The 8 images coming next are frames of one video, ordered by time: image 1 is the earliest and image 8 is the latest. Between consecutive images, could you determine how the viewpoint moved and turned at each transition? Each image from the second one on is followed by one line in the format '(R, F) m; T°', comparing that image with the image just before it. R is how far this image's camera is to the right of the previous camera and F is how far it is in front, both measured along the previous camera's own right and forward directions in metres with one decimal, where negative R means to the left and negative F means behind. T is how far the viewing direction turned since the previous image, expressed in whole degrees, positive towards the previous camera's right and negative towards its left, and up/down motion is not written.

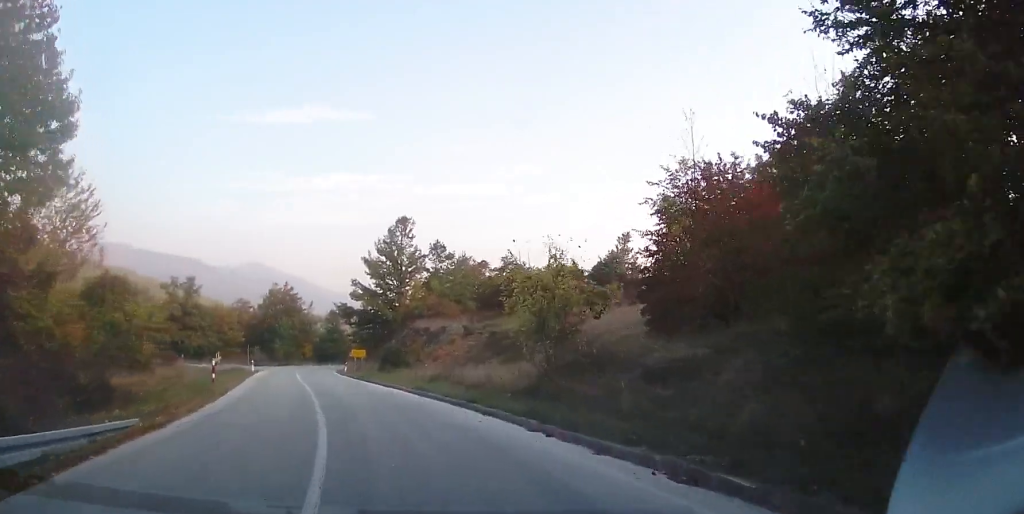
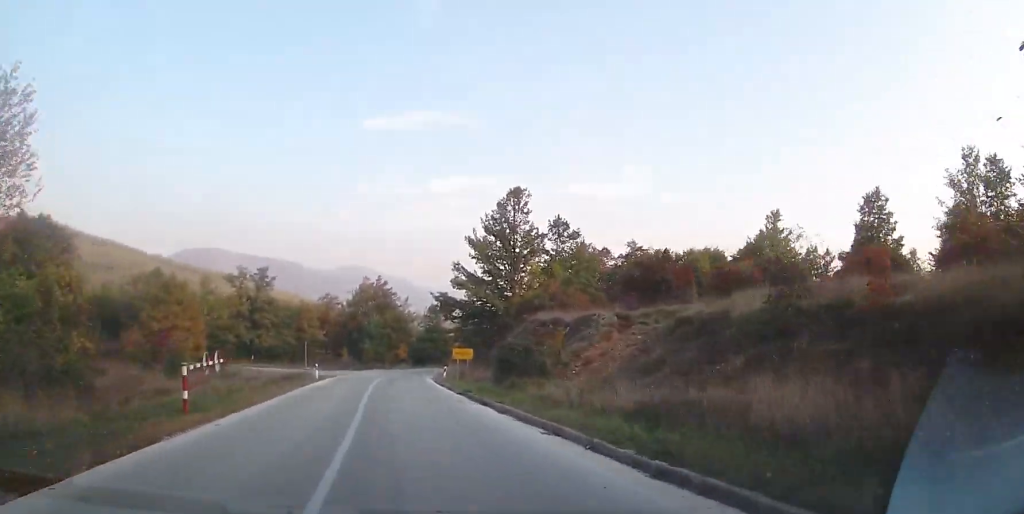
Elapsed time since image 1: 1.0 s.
(-1.4, +13.3) m; -7°
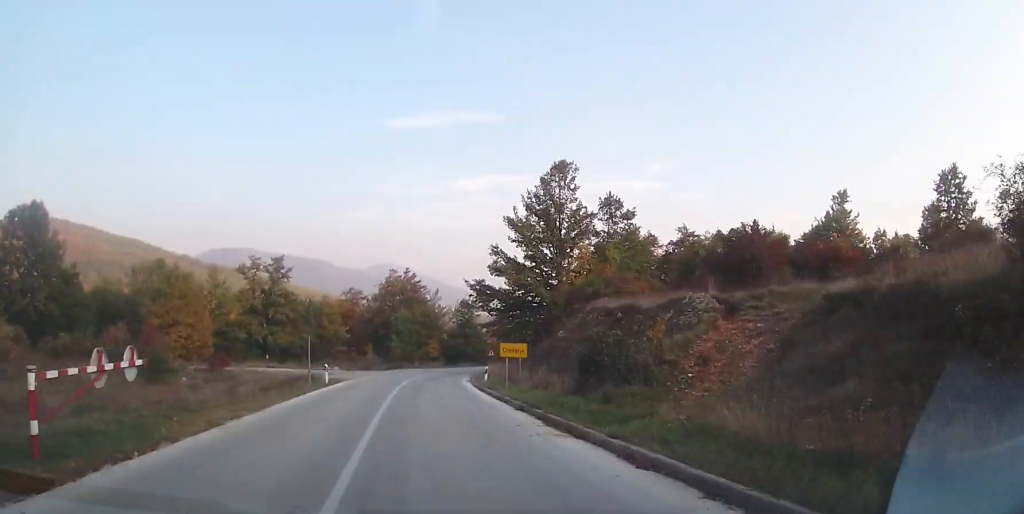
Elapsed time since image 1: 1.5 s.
(-0.2, +7.3) m; -2°
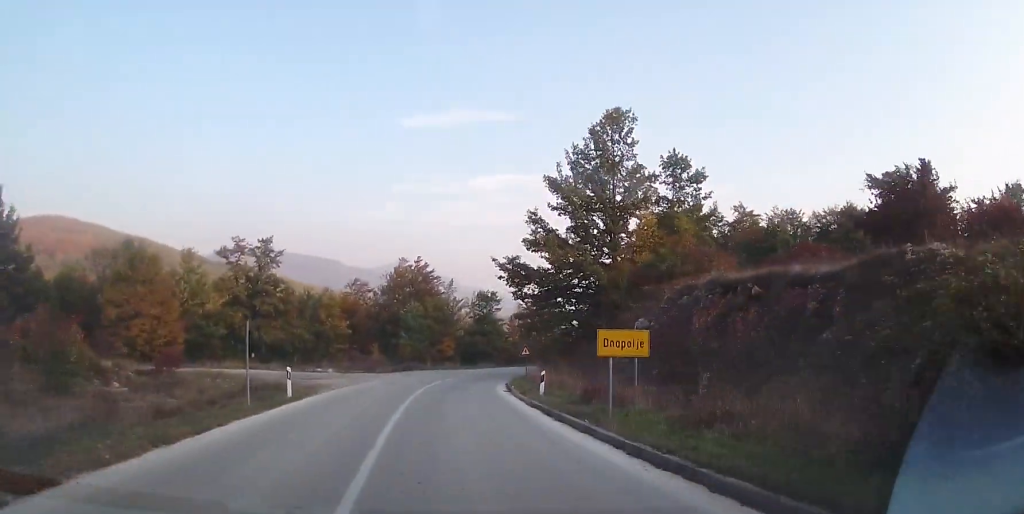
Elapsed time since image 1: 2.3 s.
(+0.1, +11.3) m; -2°
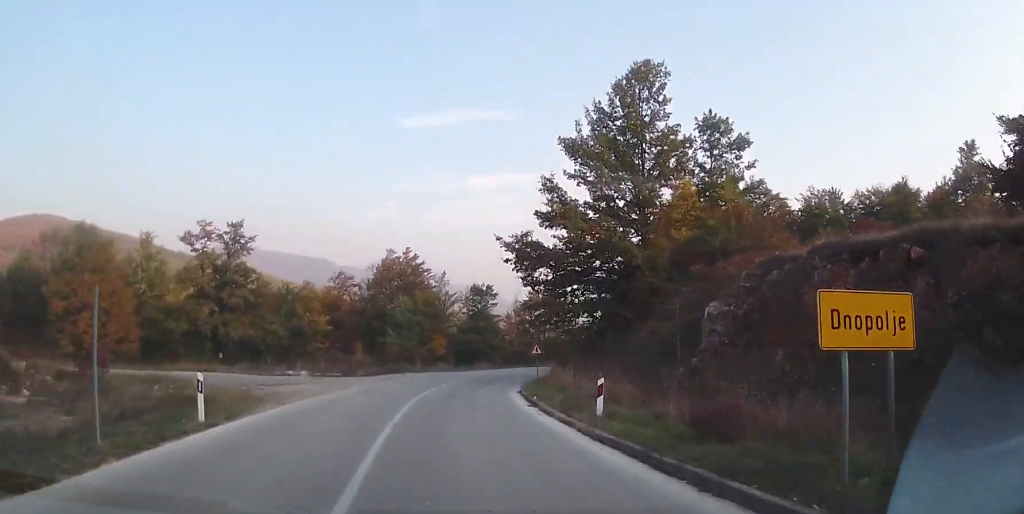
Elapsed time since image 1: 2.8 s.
(-0.3, +7.4) m; 0°
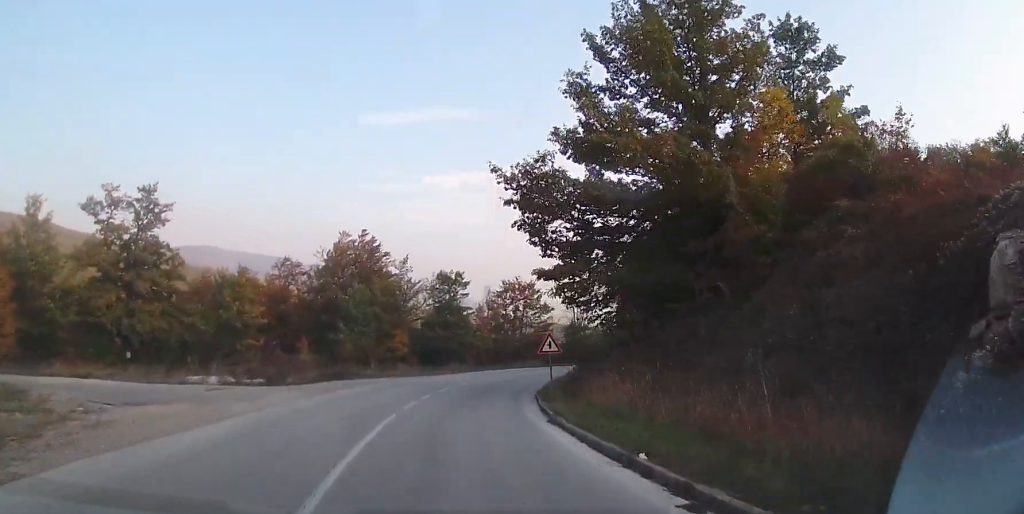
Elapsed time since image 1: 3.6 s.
(-0.1, +11.9) m; +3°
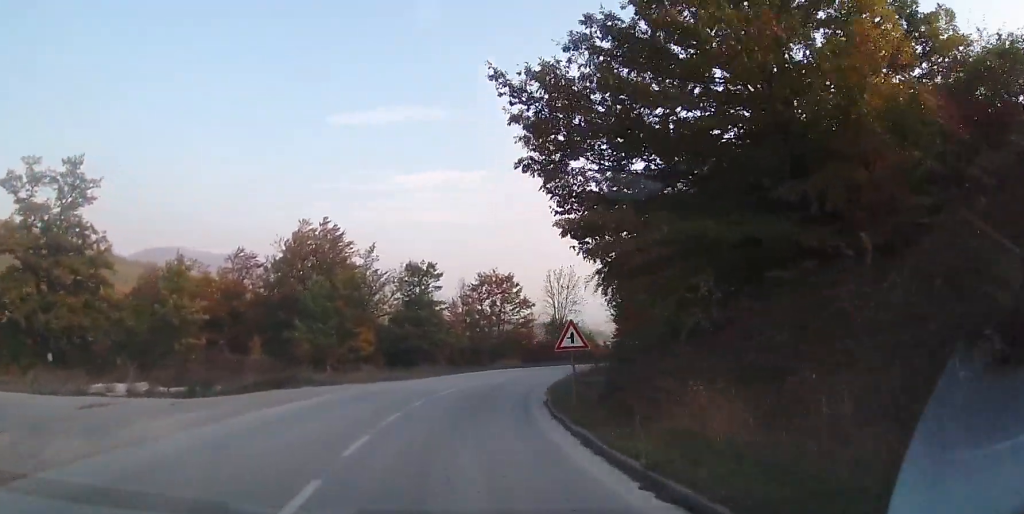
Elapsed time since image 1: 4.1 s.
(0.0, +7.1) m; +4°
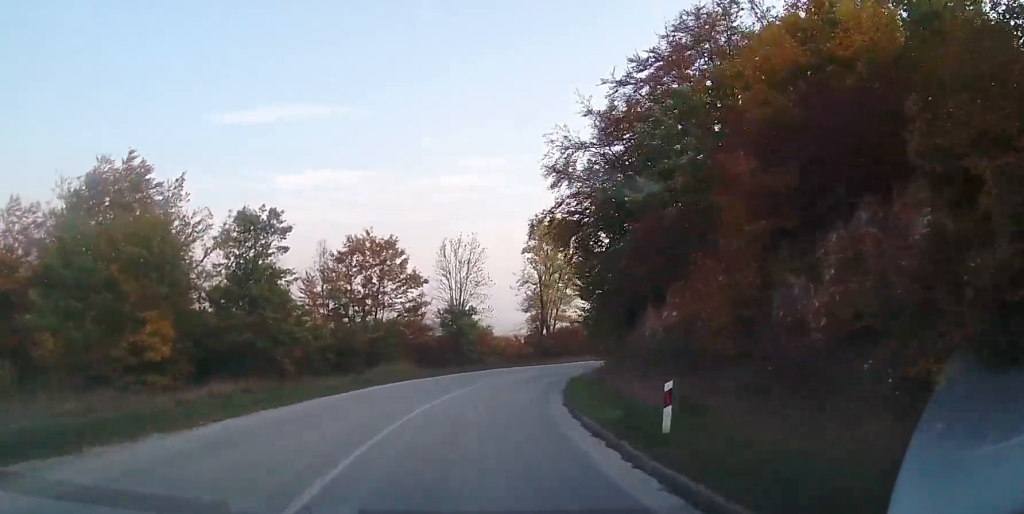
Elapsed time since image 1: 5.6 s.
(+2.6, +22.2) m; +12°
